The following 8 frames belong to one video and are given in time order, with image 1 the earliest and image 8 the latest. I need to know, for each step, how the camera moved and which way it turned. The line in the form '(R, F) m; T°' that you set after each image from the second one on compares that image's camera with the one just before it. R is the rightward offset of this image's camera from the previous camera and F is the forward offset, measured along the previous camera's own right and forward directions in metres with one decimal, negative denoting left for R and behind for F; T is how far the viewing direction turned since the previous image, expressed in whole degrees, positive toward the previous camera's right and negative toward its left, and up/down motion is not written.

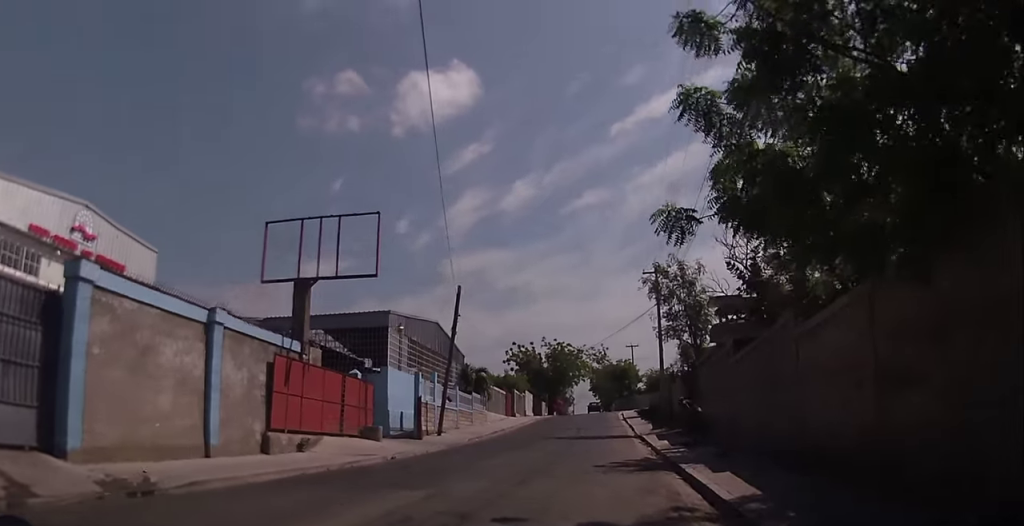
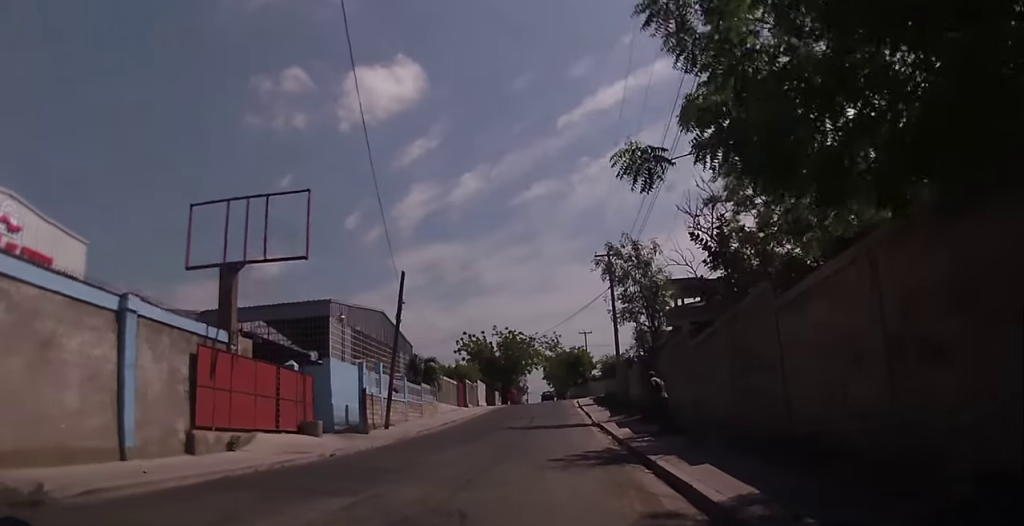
(0.0, +1.3) m; -2°
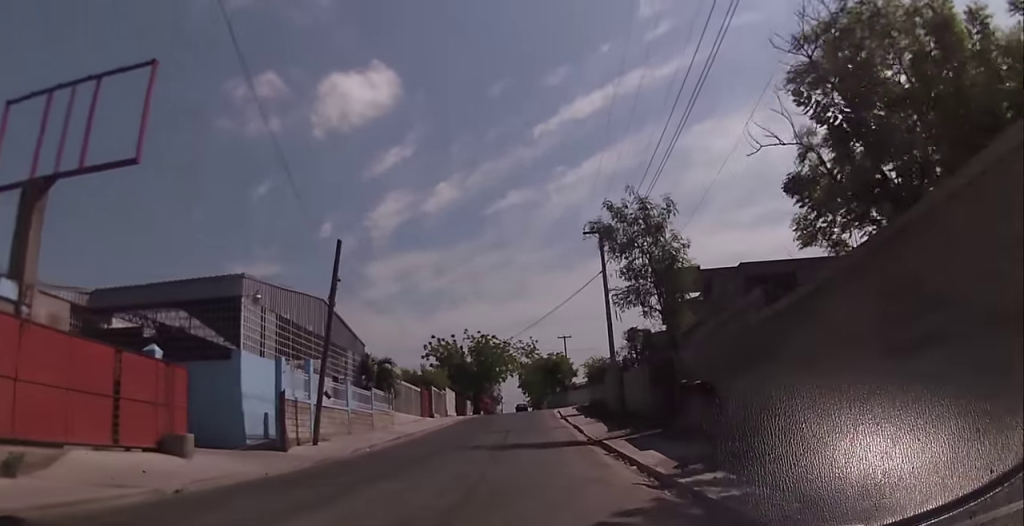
(0.0, +6.7) m; +2°
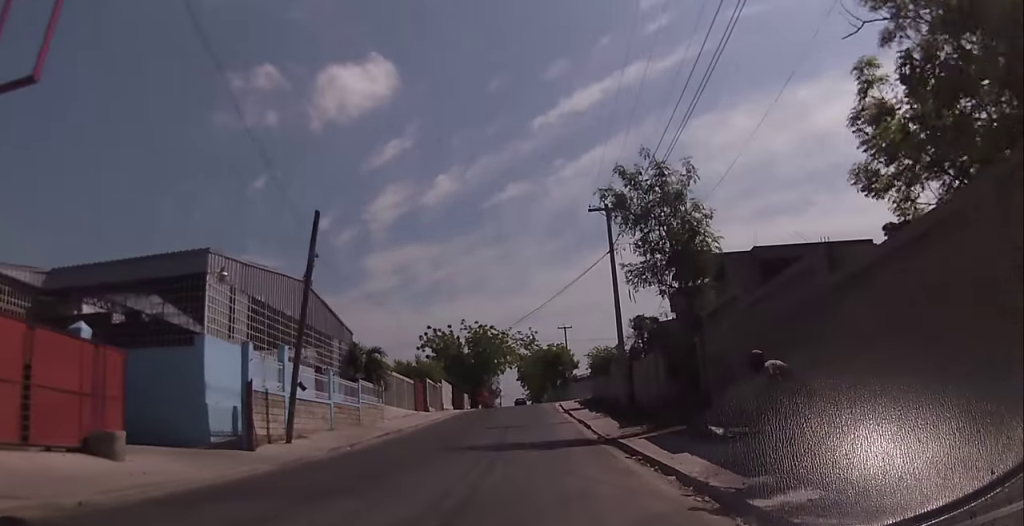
(-0.1, +2.7) m; -3°
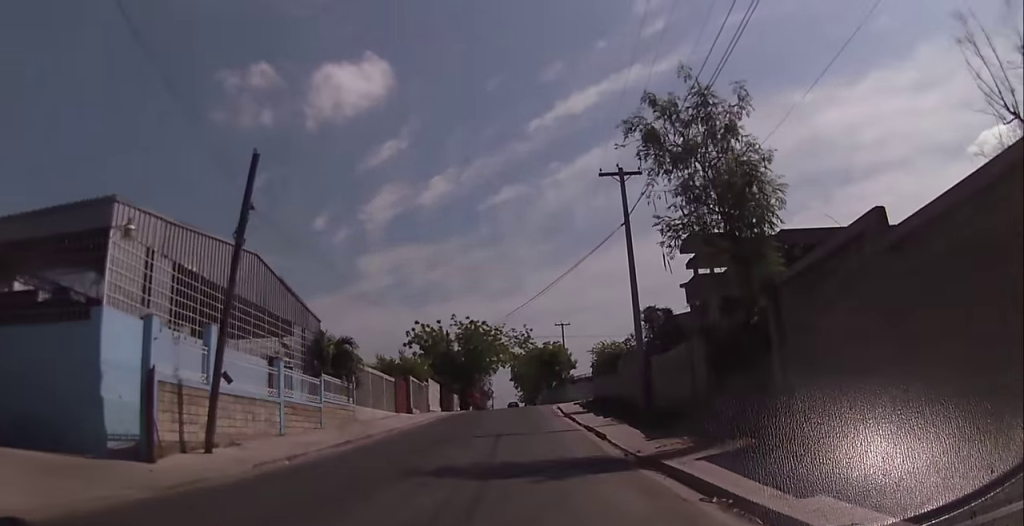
(-0.2, +5.3) m; -4°
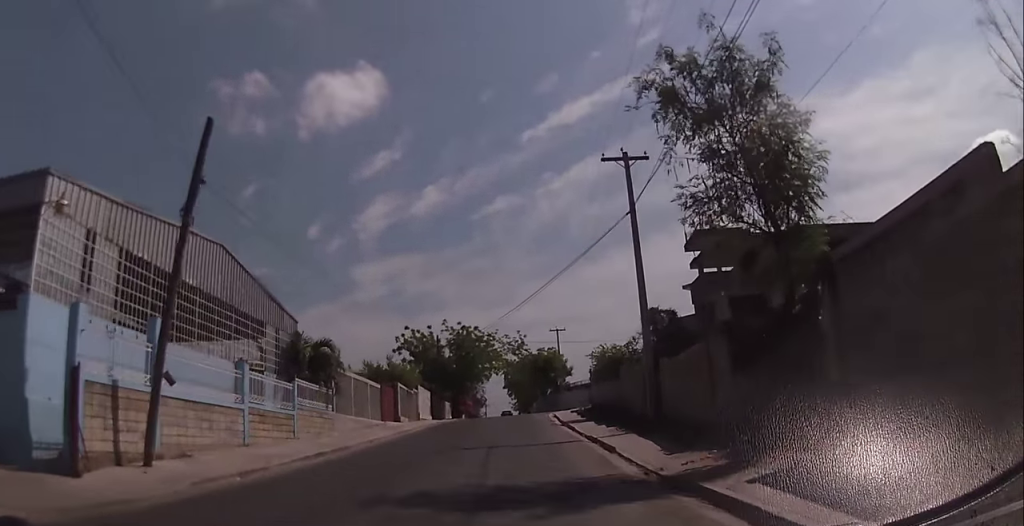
(-0.1, +2.5) m; -1°
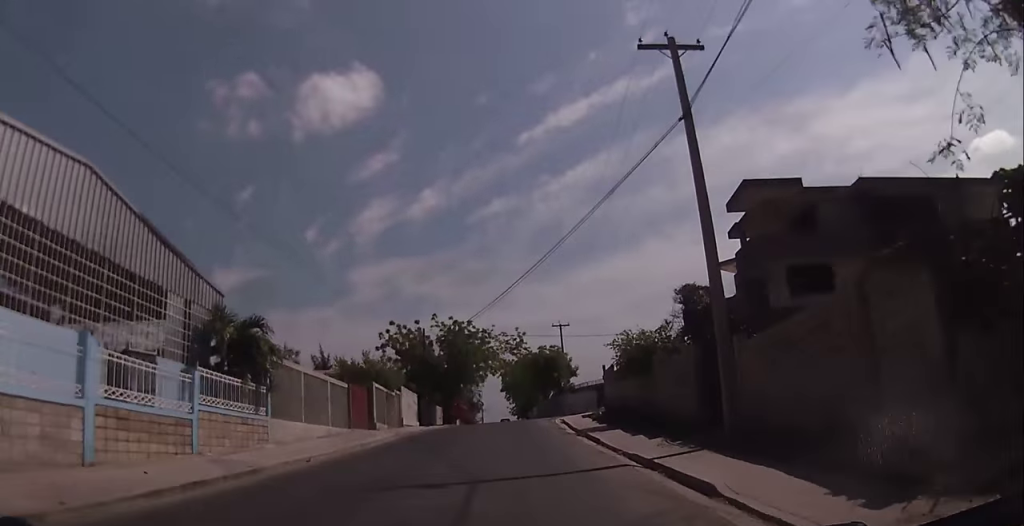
(-0.1, +7.5) m; +2°
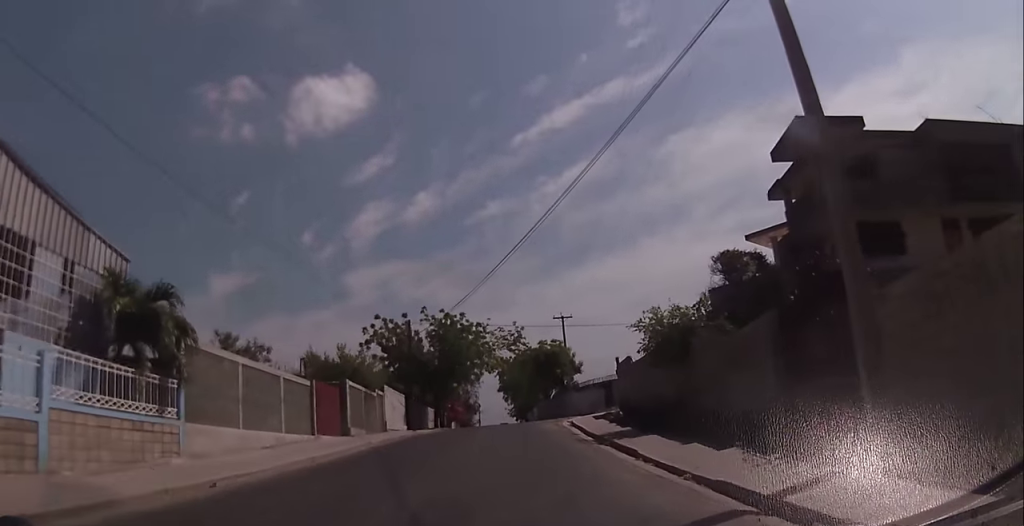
(+0.2, +5.7) m; +2°
